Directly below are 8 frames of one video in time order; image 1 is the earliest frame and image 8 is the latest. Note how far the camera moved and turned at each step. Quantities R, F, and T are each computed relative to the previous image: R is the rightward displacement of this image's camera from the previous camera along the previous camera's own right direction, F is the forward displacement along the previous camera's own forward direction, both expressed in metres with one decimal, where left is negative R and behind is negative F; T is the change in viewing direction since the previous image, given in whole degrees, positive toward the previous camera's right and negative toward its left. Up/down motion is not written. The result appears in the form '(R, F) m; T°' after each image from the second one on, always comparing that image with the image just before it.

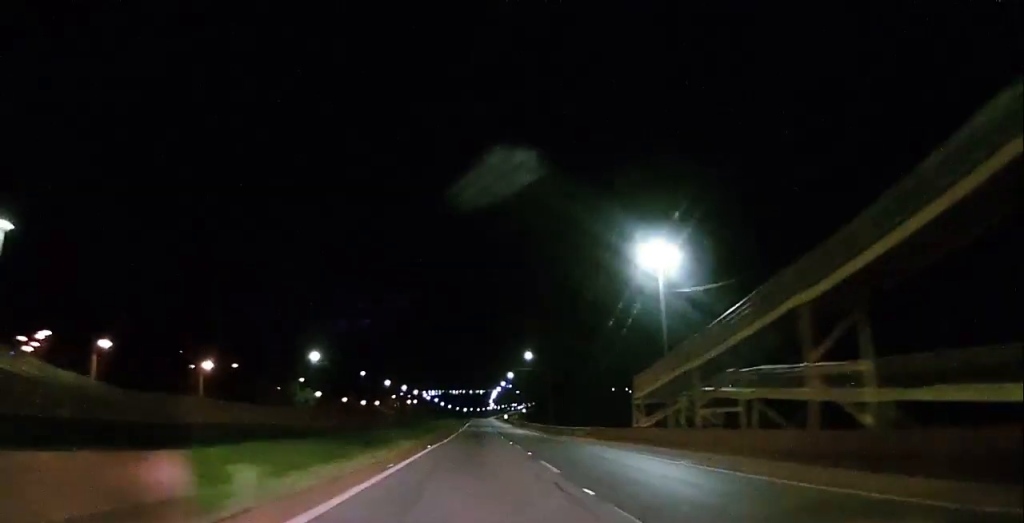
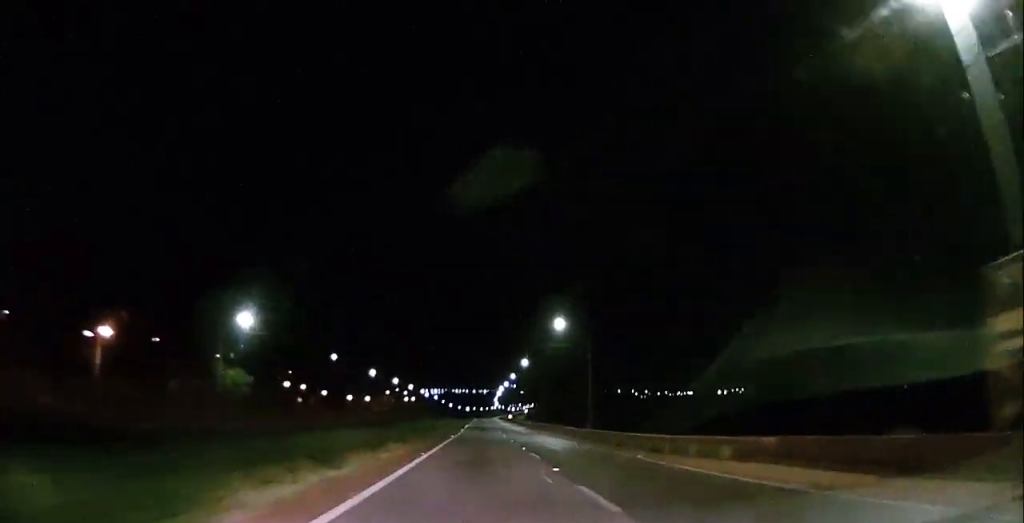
(+0.1, +32.2) m; 0°
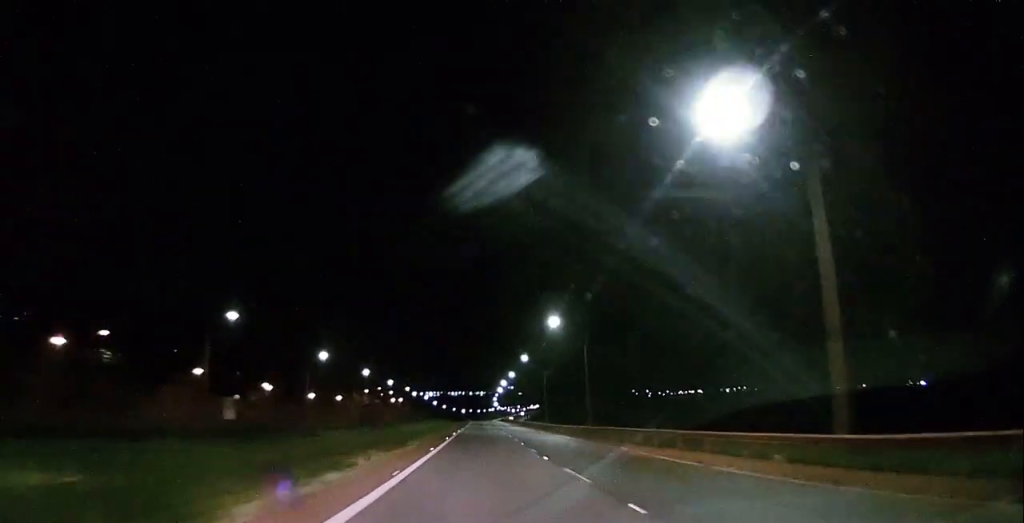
(-0.2, +45.7) m; 0°
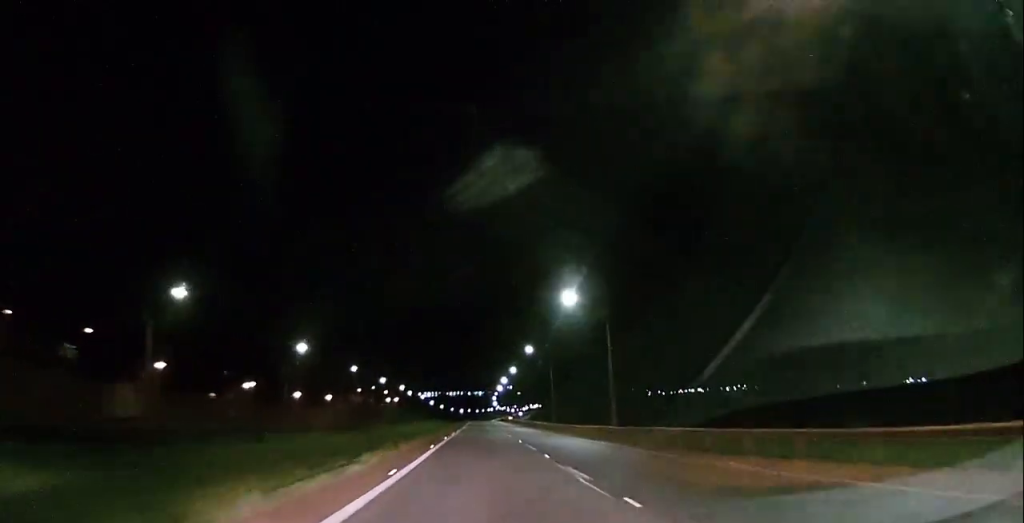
(0.0, +12.2) m; 0°
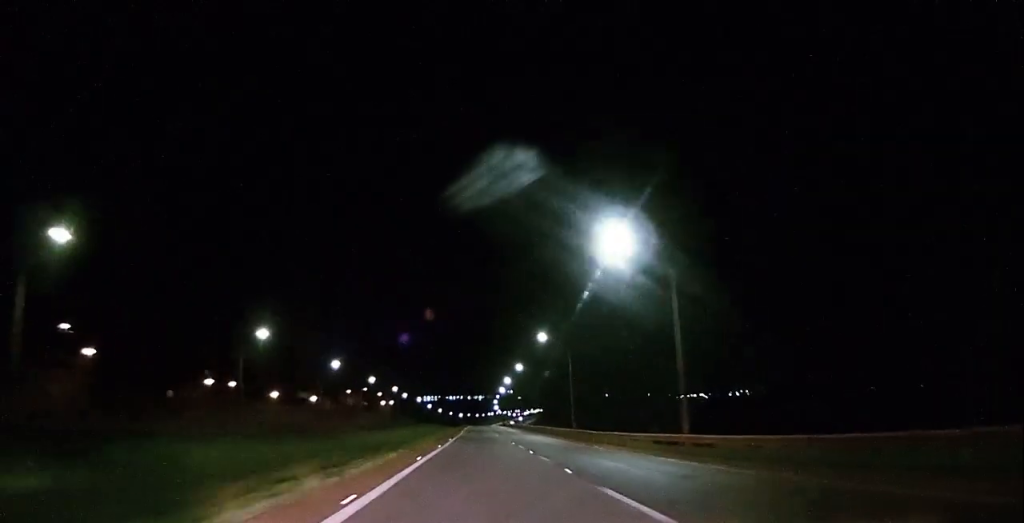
(0.0, +17.9) m; 0°
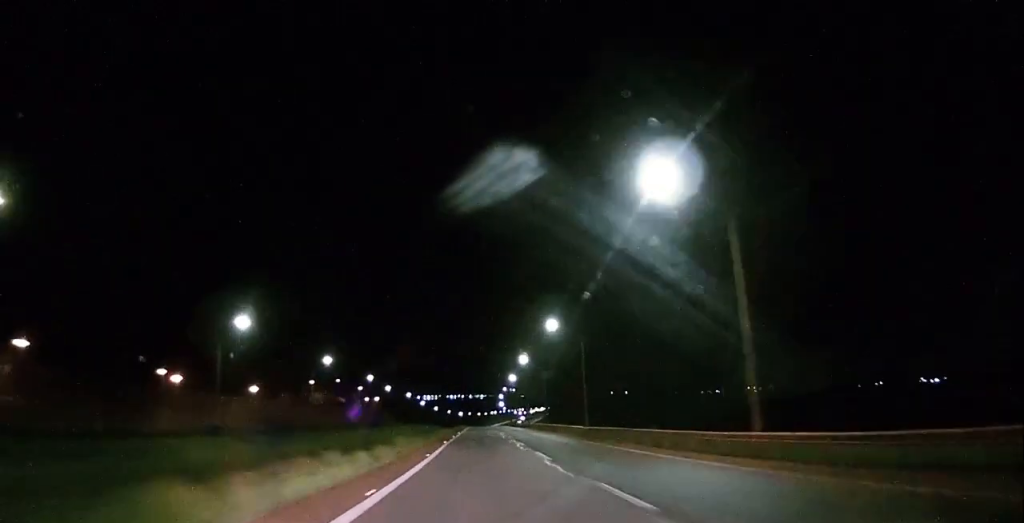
(0.0, +48.1) m; 0°
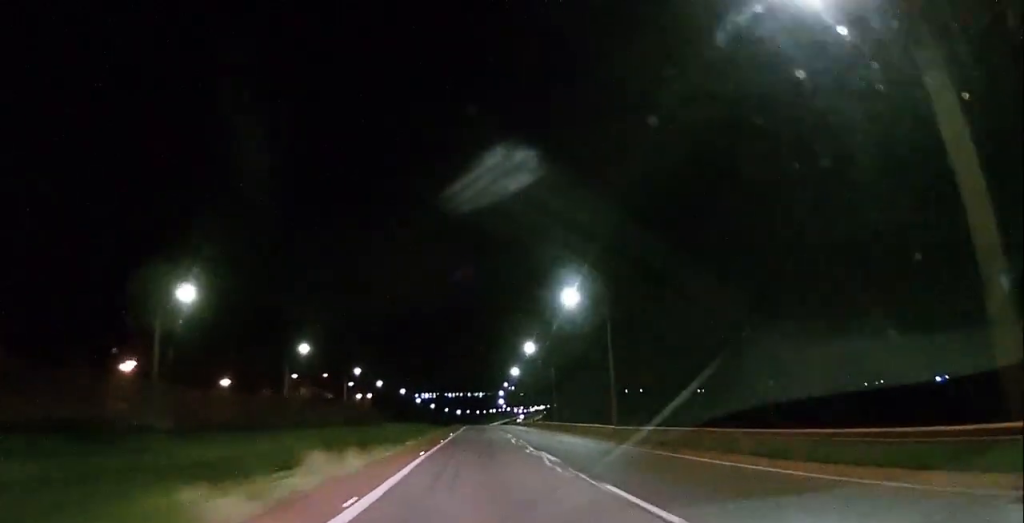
(0.0, +14.2) m; 0°
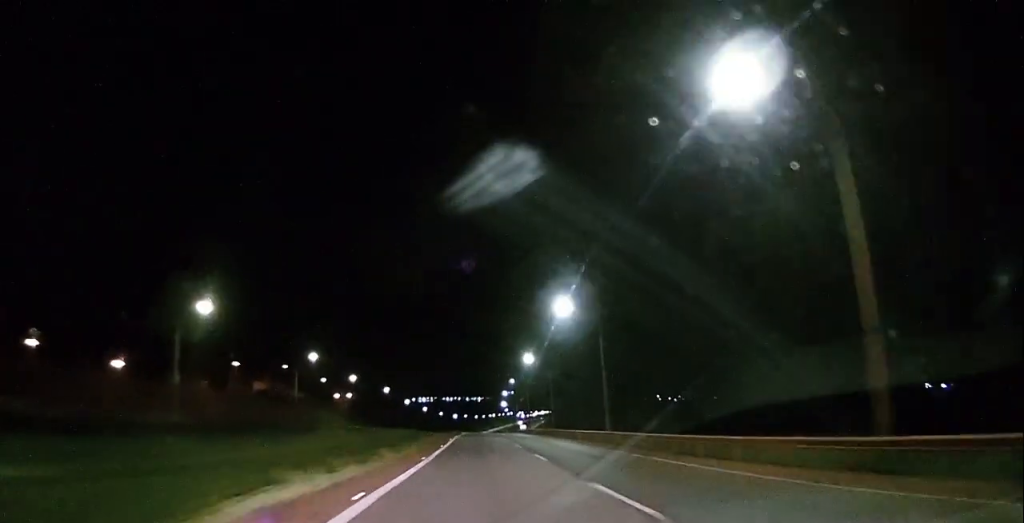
(0.0, +35.9) m; 0°
